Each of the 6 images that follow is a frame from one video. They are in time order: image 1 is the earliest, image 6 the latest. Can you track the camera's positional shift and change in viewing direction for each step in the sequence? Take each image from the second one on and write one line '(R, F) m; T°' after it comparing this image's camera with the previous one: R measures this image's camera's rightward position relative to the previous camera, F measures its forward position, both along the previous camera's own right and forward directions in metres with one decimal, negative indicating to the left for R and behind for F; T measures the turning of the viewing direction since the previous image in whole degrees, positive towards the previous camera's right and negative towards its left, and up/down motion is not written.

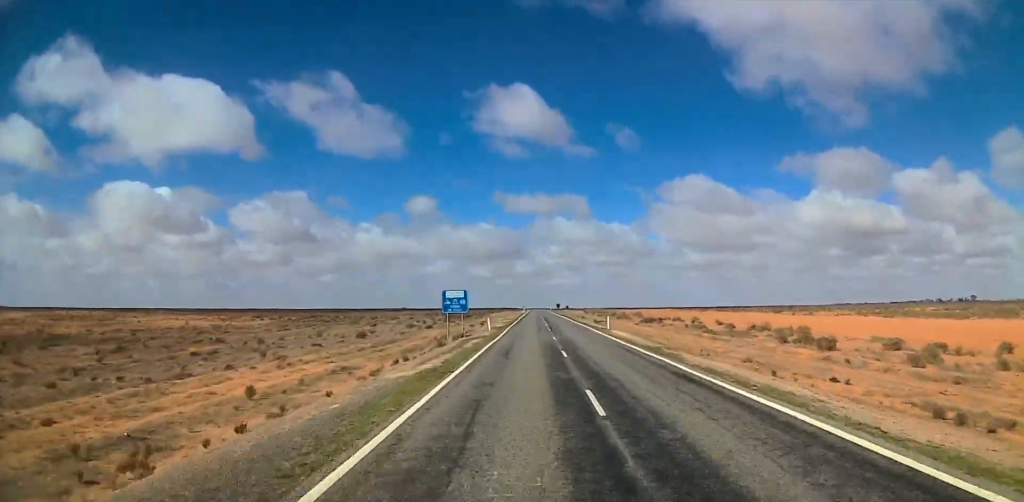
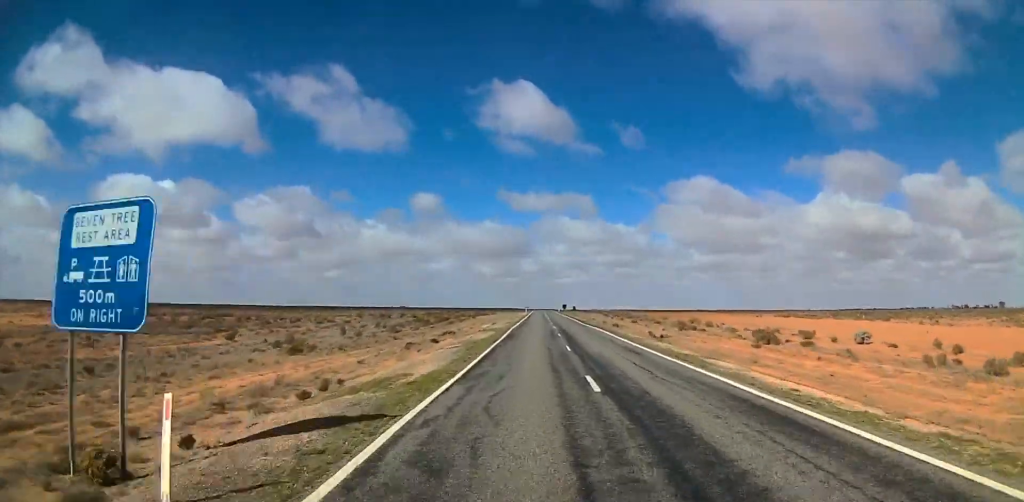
(0.0, +46.5) m; 0°
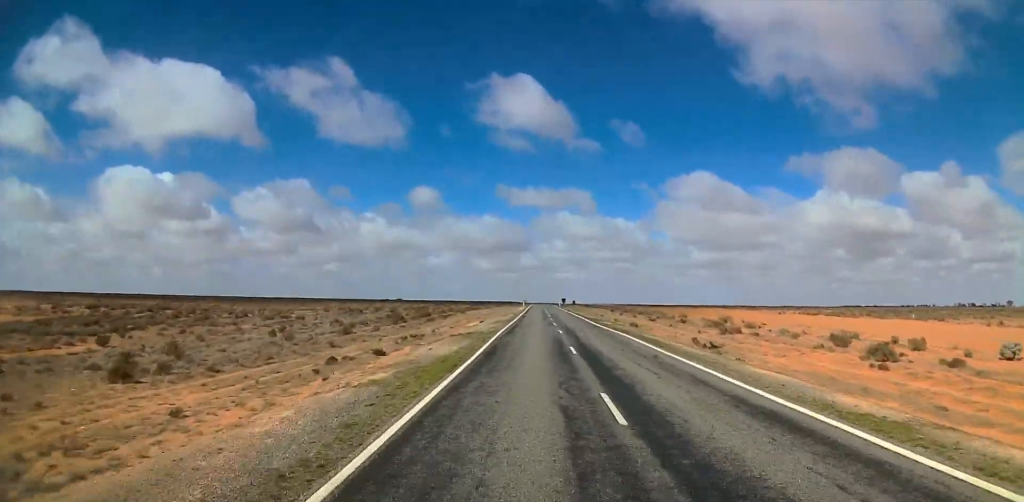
(0.0, +16.1) m; 0°
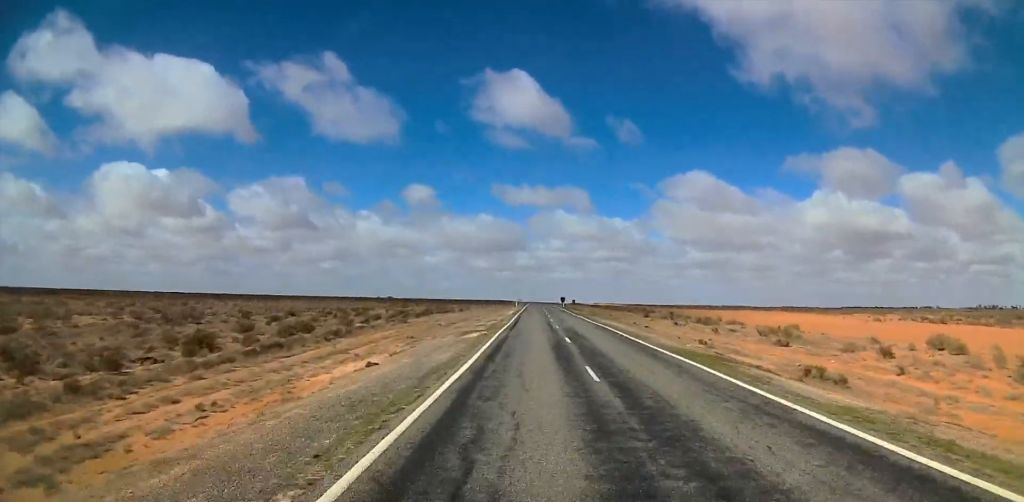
(-0.2, +44.0) m; 0°
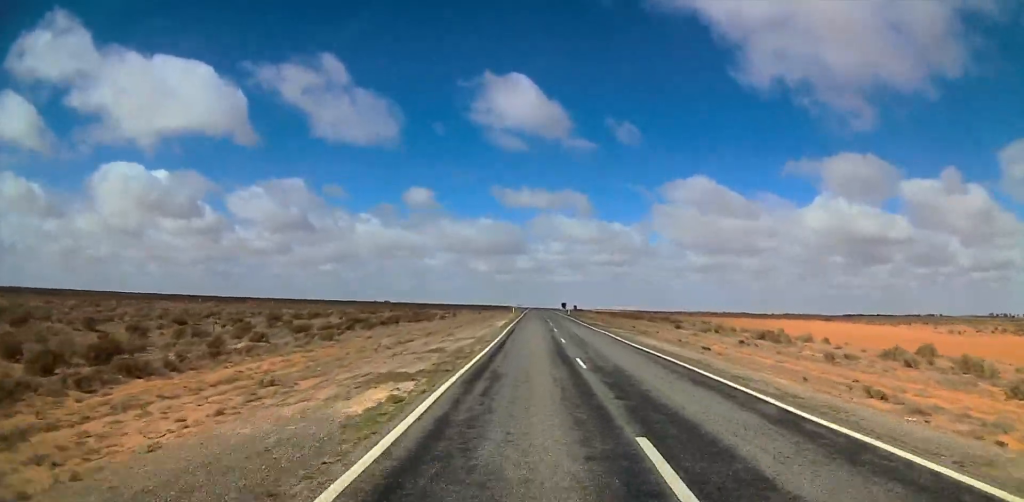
(0.0, +20.7) m; +1°
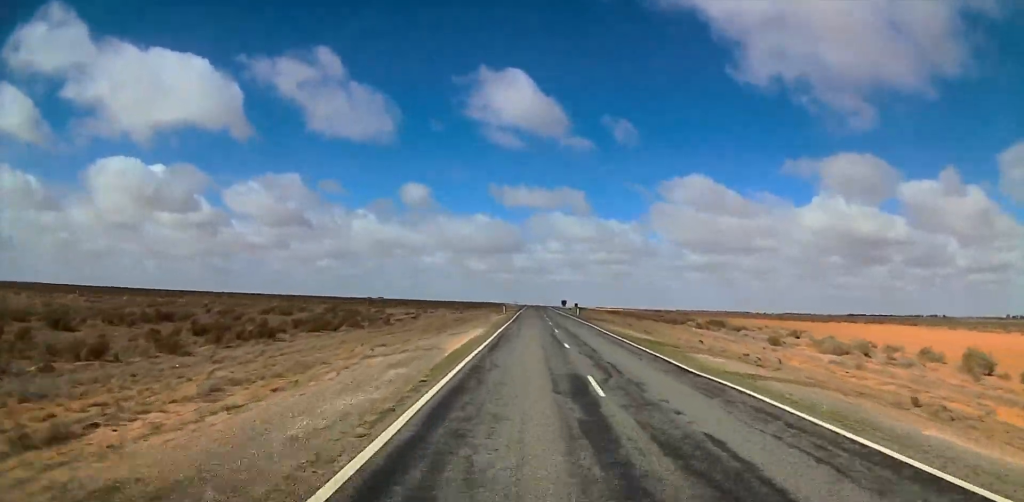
(+0.7, +29.2) m; +1°
